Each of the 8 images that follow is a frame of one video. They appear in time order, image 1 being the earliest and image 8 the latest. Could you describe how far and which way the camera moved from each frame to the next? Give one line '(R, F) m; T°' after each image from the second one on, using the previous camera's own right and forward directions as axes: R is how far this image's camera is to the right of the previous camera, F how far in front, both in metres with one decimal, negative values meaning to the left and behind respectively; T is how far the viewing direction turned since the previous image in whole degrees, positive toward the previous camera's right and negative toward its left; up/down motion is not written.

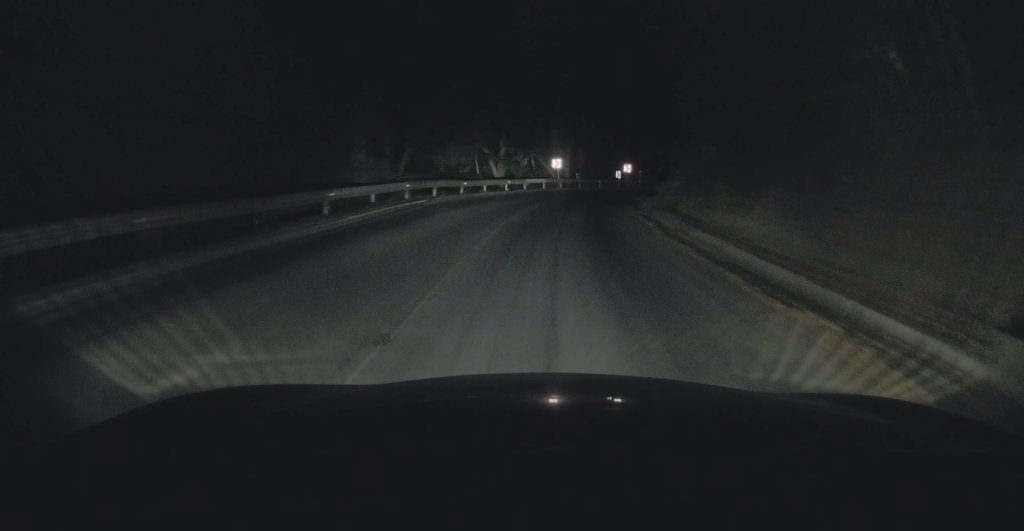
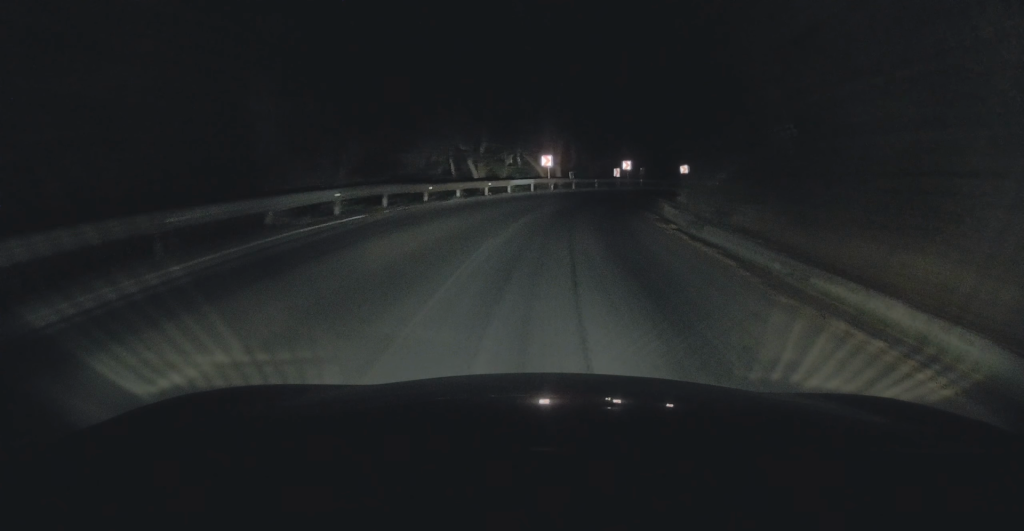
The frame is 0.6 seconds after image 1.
(+0.4, +7.5) m; +2°
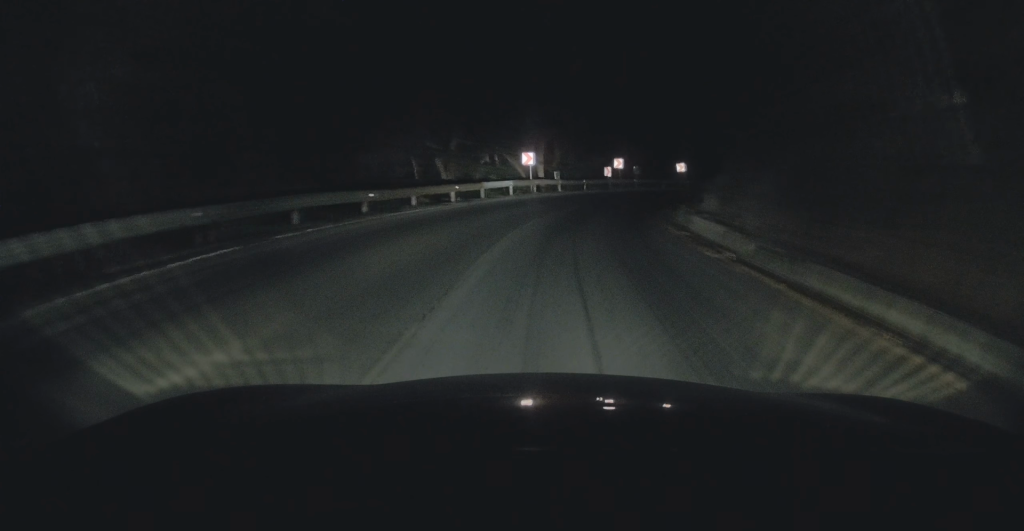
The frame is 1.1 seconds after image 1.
(+0.1, +6.5) m; +1°
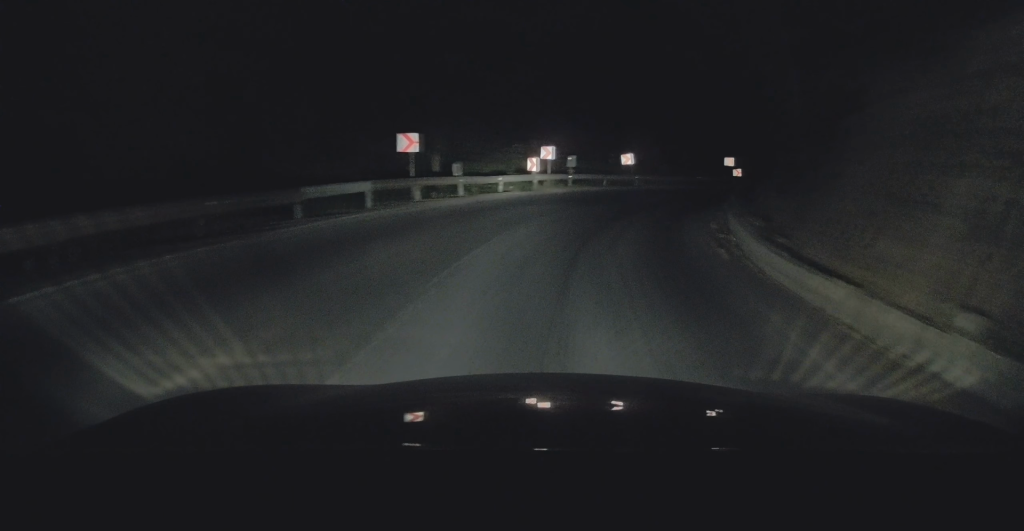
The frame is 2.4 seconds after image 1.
(+0.1, +15.5) m; +4°
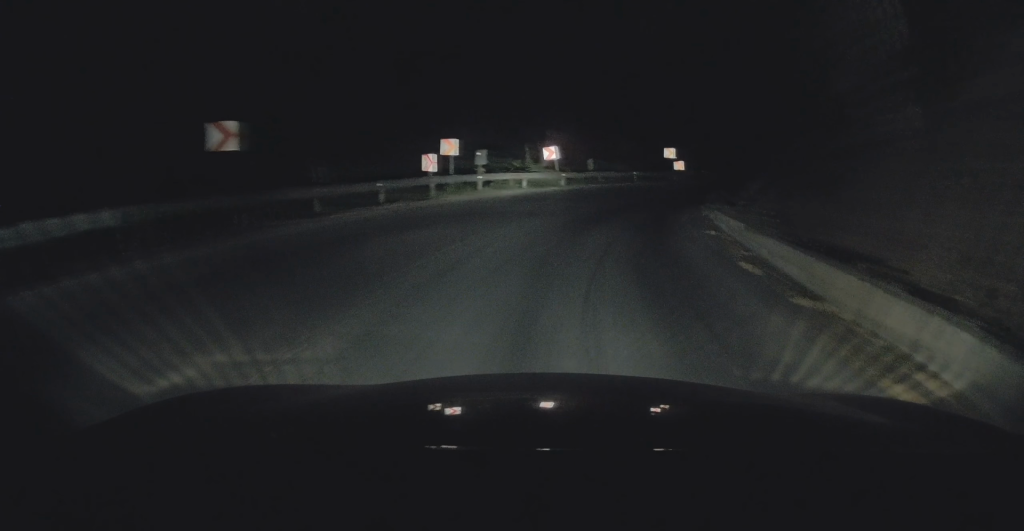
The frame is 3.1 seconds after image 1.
(+0.1, +9.3) m; +6°
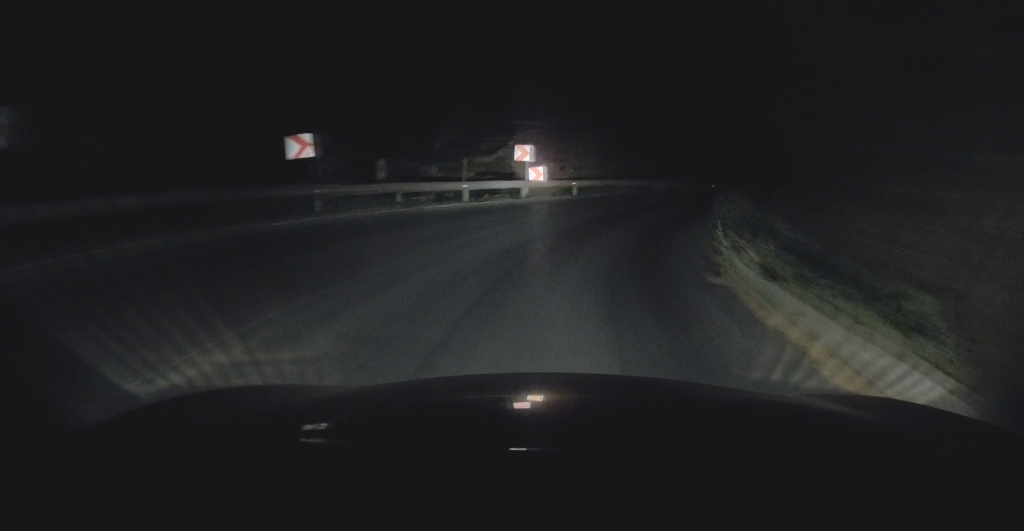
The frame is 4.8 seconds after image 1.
(+3.1, +20.7) m; +18°
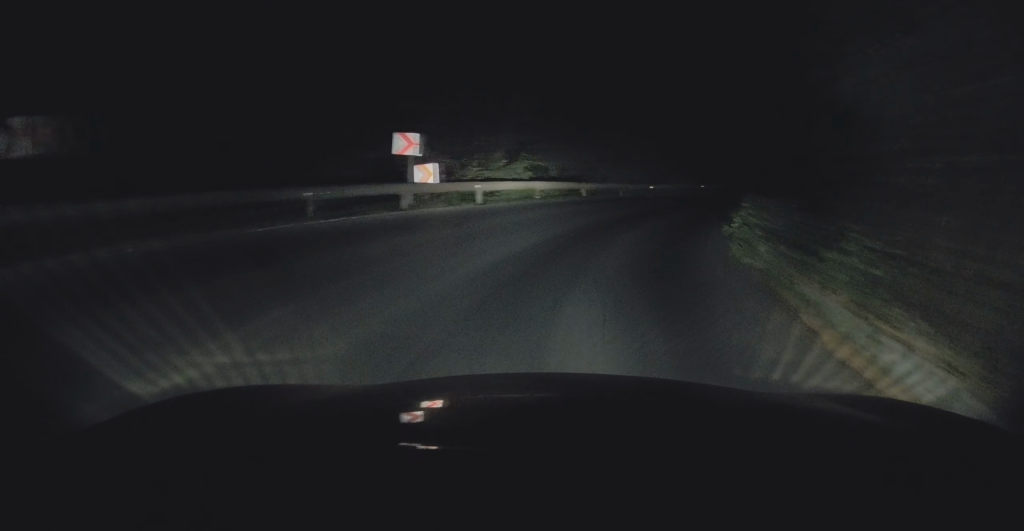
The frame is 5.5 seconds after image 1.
(+1.0, +8.8) m; +10°
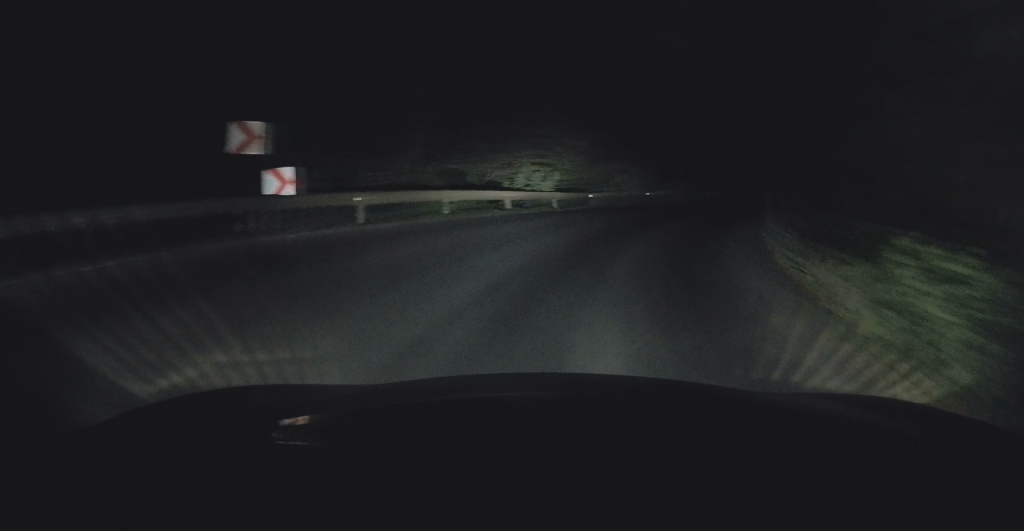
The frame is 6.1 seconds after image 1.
(+0.4, +6.8) m; +8°
